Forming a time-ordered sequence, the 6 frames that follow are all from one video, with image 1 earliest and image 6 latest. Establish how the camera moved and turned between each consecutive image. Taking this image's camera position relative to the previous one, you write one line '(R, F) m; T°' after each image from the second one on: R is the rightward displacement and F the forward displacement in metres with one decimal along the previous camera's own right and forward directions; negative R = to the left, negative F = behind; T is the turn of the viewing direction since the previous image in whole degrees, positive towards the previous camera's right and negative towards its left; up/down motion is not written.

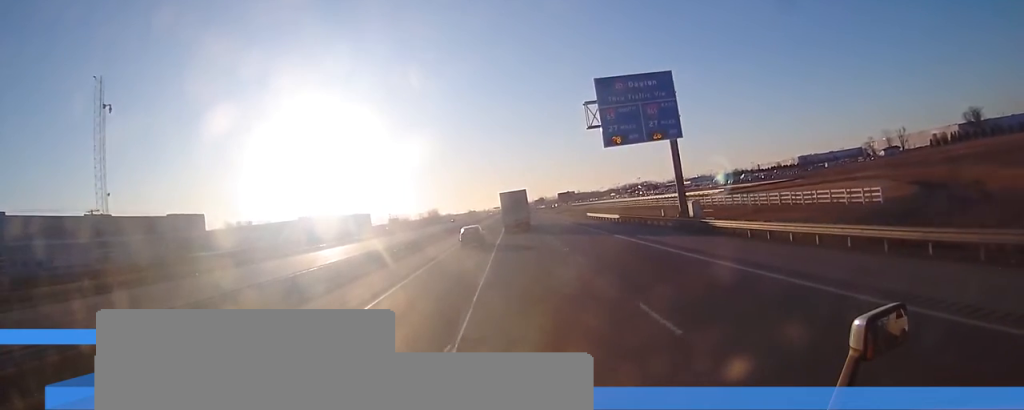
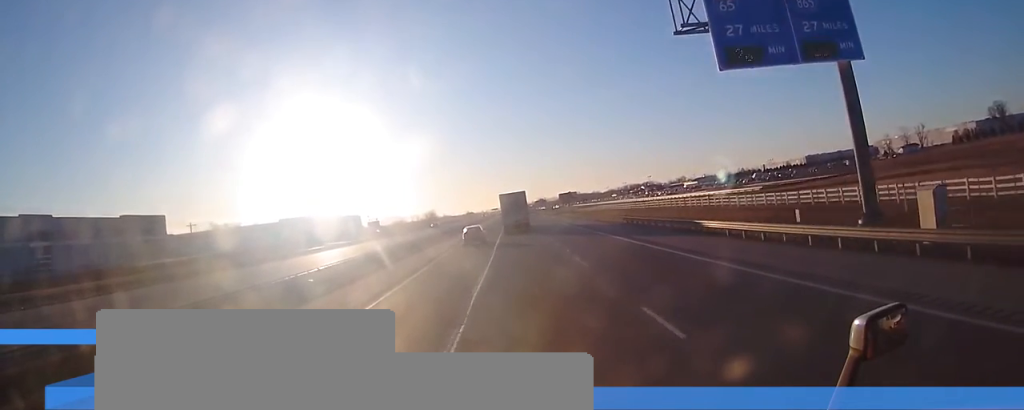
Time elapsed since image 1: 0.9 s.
(-0.2, +24.6) m; 0°
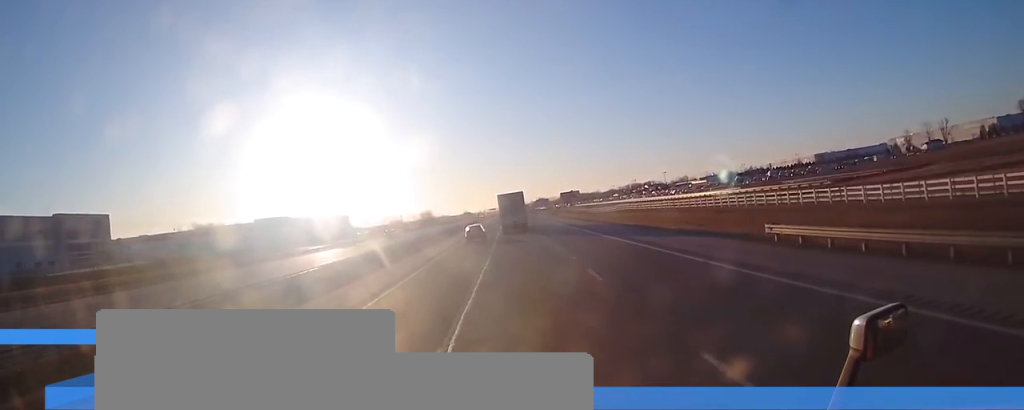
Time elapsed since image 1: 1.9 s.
(0.0, +27.4) m; +1°
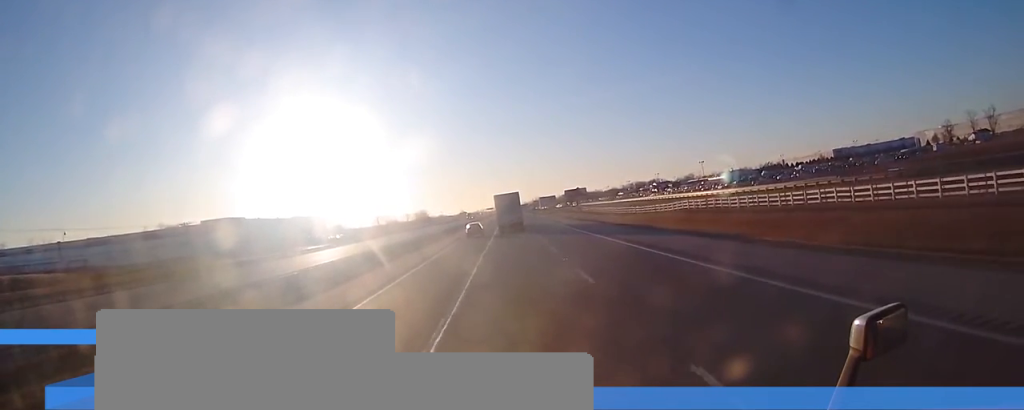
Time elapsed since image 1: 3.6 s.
(+0.7, +48.7) m; +1°
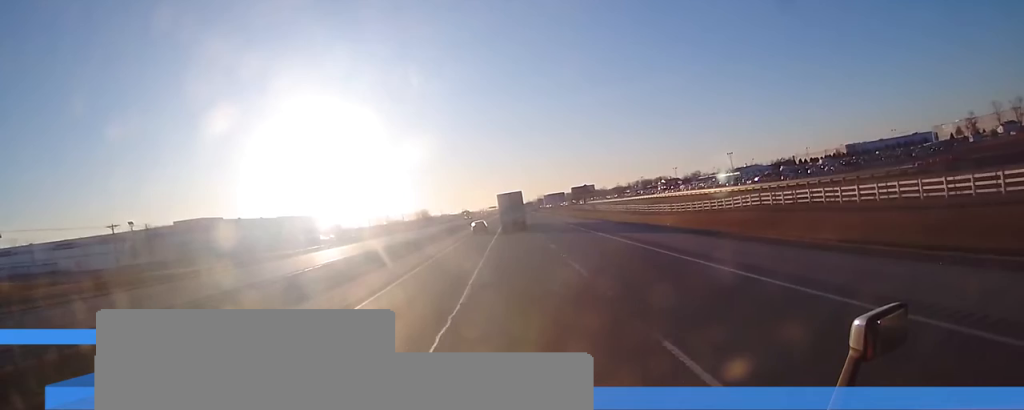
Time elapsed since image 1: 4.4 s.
(-0.3, +21.8) m; 0°
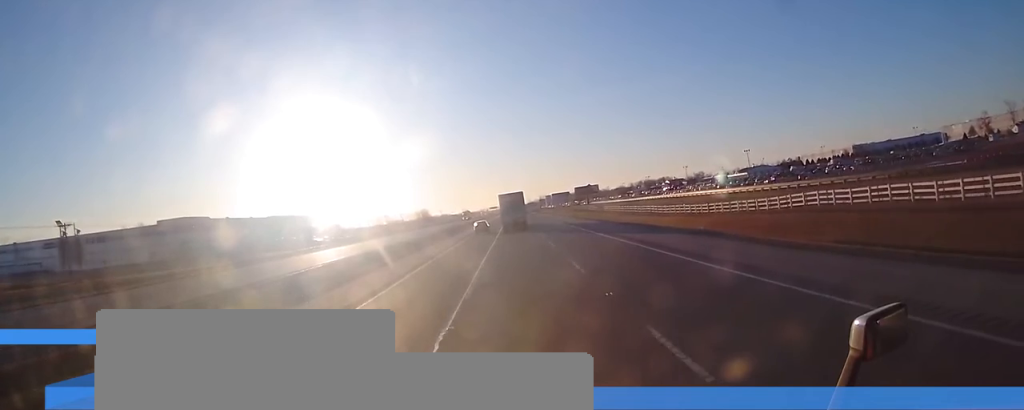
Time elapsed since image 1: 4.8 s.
(+0.1, +11.6) m; 0°
